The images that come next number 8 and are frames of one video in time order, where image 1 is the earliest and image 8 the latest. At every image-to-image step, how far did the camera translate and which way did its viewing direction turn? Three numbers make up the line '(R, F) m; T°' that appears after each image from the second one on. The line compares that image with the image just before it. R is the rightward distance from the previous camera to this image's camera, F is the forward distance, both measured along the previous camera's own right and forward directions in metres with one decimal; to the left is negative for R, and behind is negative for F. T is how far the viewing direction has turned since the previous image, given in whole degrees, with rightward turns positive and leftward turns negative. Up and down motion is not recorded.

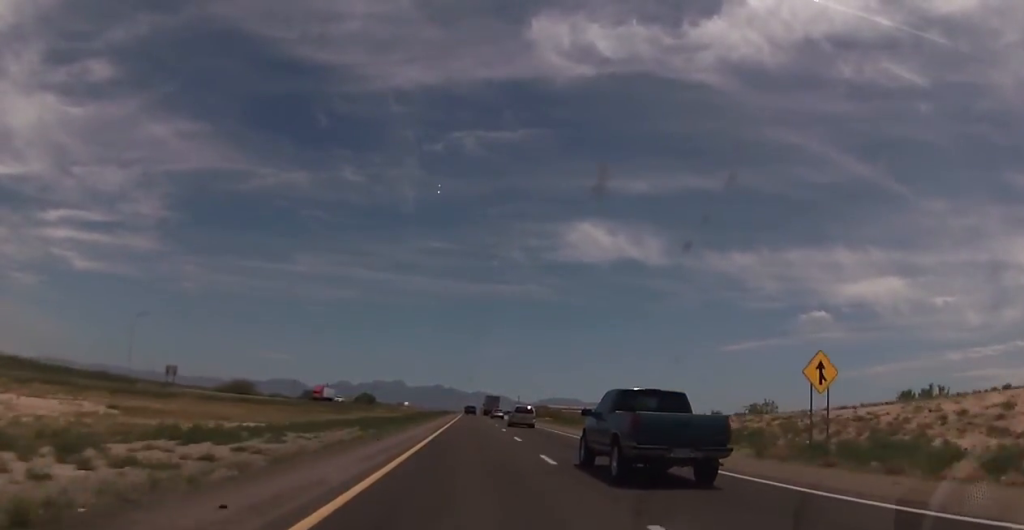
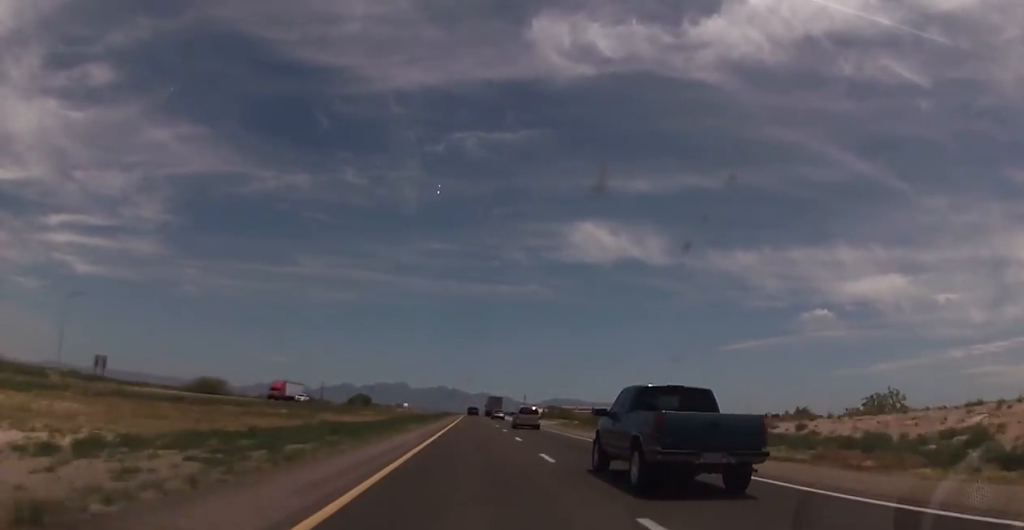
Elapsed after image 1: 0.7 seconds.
(0.0, +23.8) m; 0°
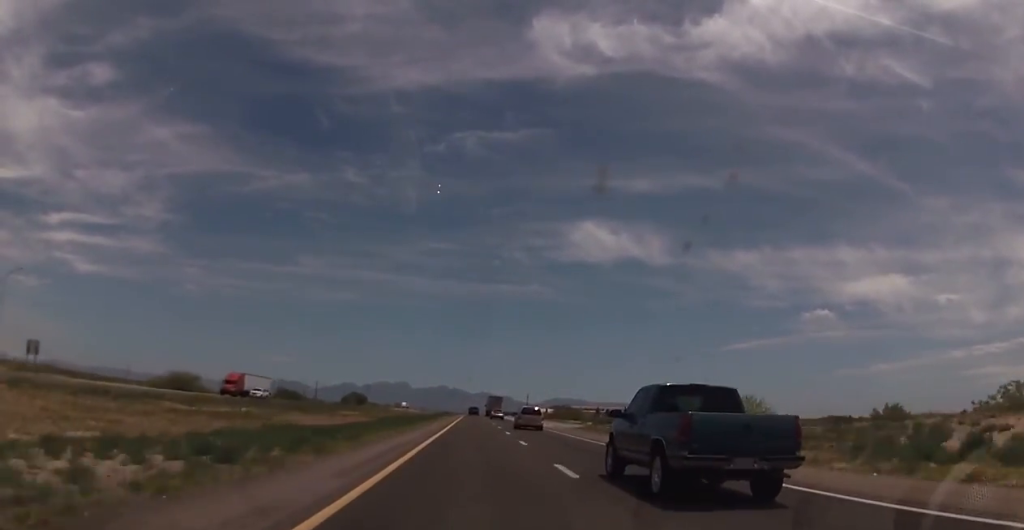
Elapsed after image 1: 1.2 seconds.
(0.0, +15.9) m; 0°
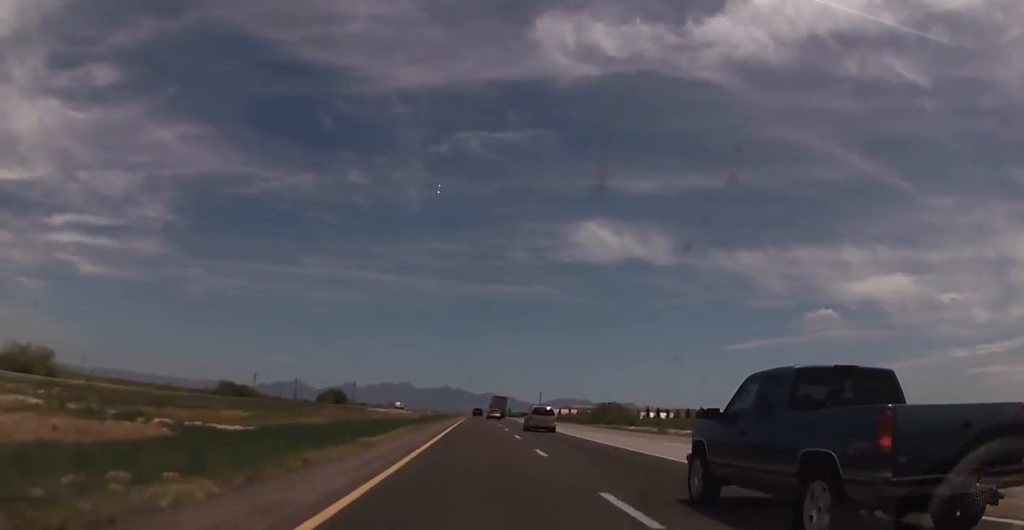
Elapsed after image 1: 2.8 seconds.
(-0.1, +54.3) m; 0°
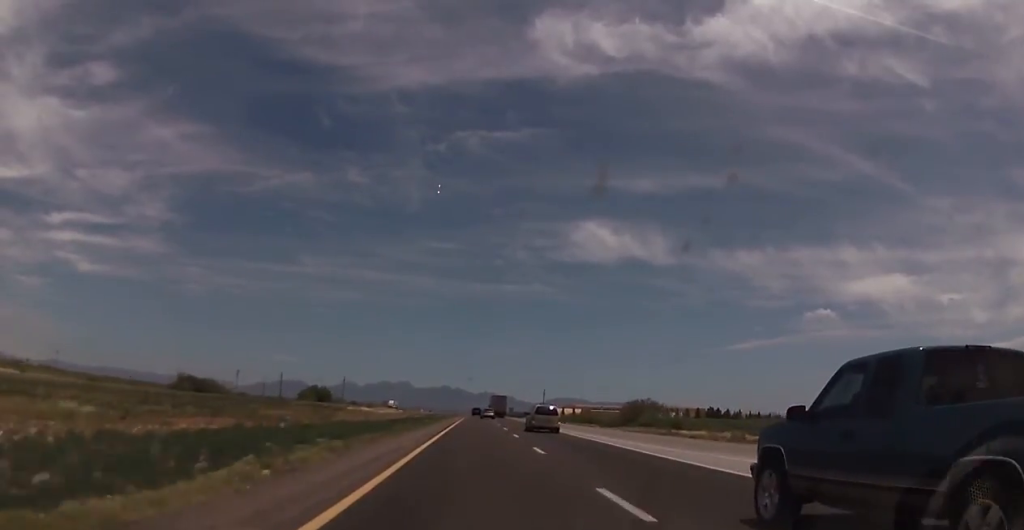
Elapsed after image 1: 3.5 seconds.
(0.0, +23.7) m; 0°
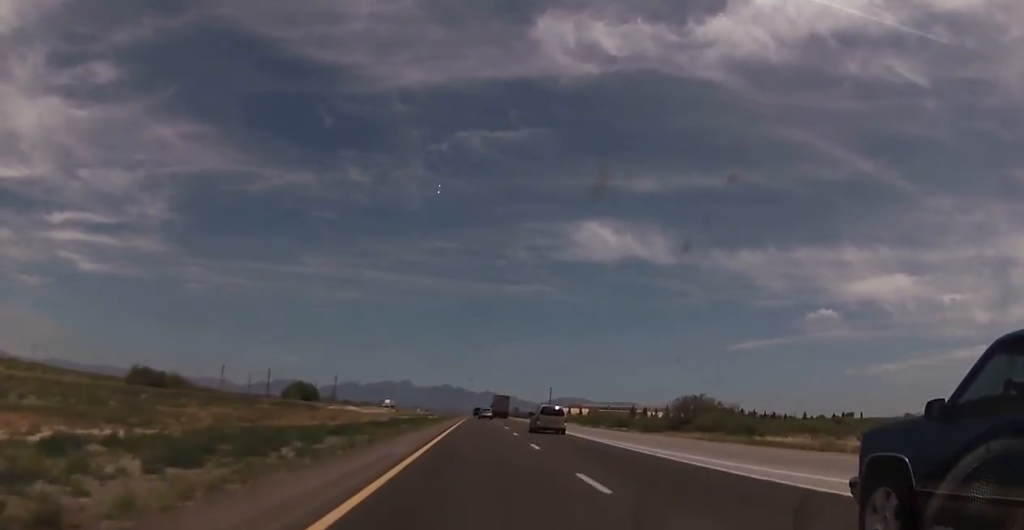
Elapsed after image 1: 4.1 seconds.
(+0.1, +21.5) m; -1°
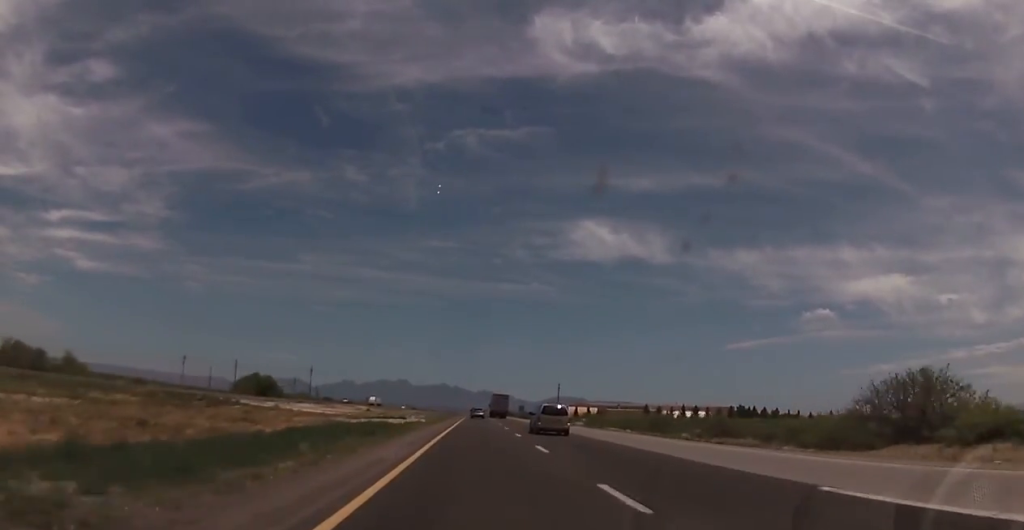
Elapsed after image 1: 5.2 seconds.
(-0.5, +38.5) m; 0°
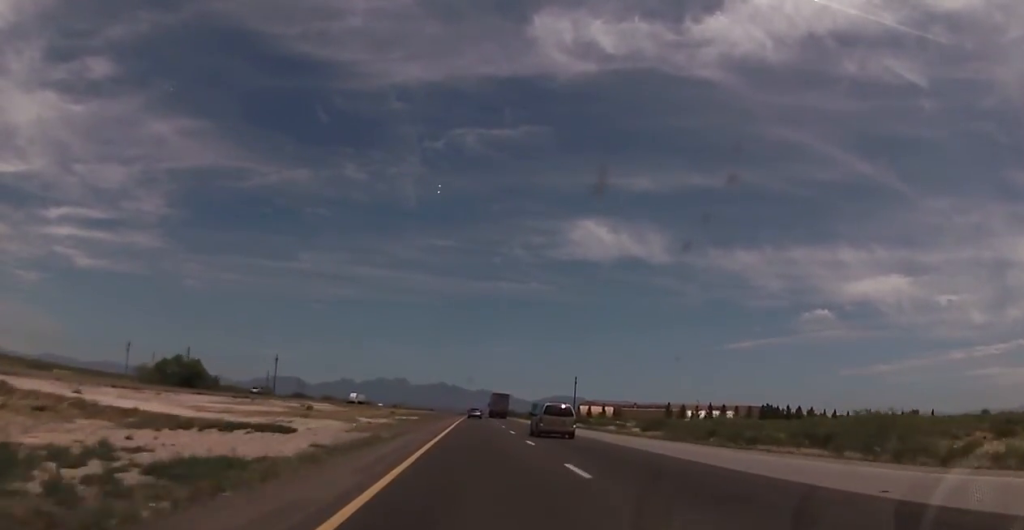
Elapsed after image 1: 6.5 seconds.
(+0.6, +44.1) m; +1°
